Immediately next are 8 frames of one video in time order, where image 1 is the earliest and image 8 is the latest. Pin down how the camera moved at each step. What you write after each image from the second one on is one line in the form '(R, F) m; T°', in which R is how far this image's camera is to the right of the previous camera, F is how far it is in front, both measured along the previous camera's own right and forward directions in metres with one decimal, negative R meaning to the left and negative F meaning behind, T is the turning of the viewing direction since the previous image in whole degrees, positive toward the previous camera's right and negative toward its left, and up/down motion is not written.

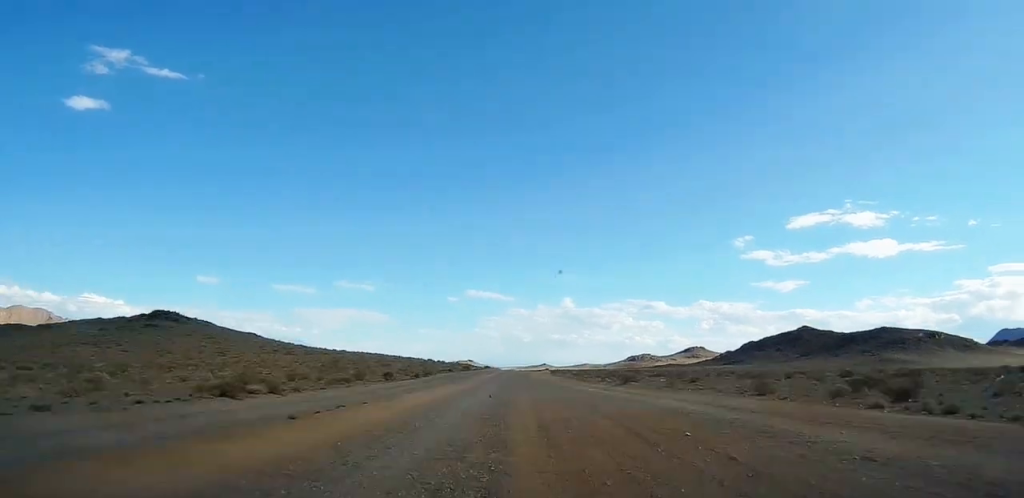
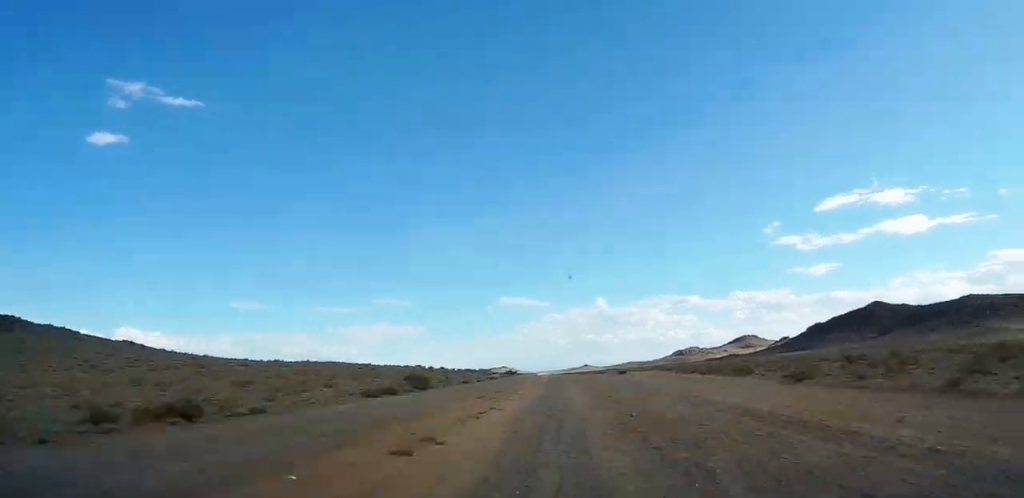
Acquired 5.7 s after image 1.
(+1.2, +73.5) m; 0°
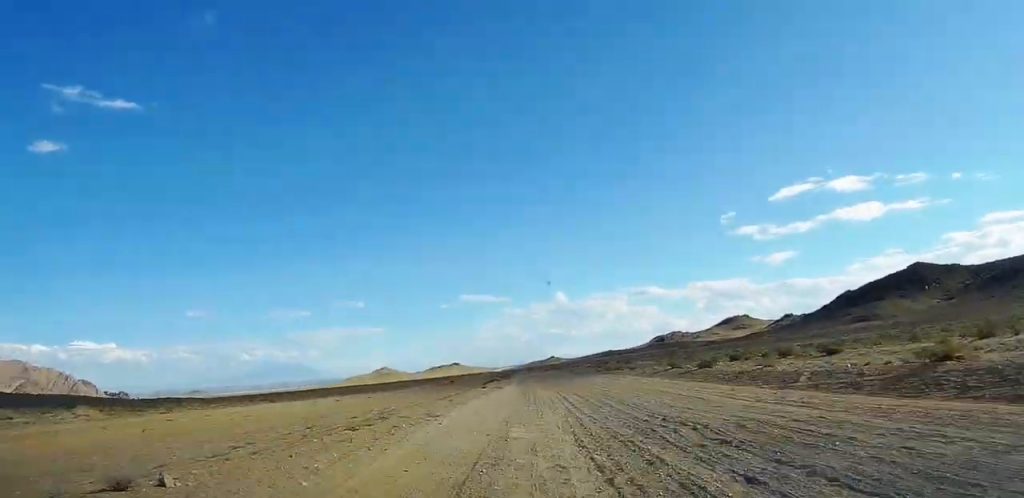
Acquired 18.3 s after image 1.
(+0.9, +164.0) m; 0°
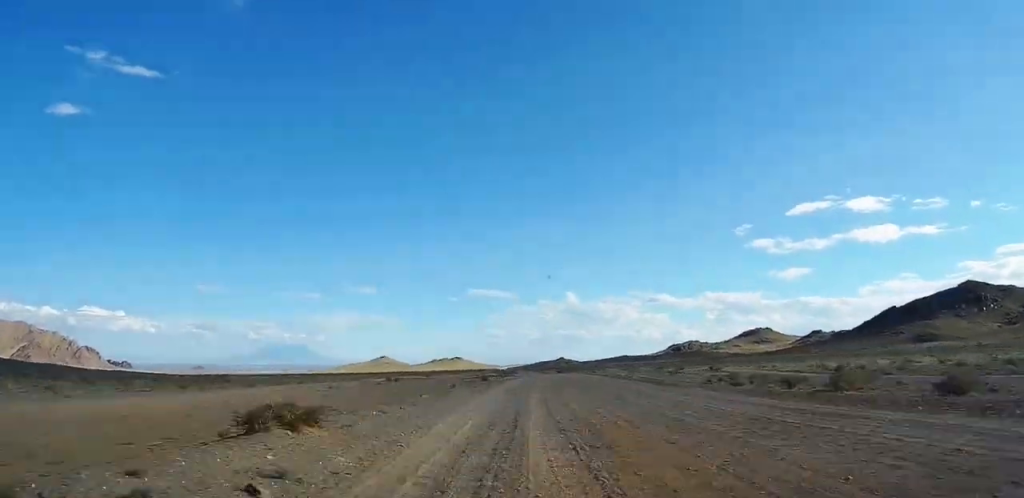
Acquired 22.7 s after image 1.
(-0.1, +56.5) m; -1°
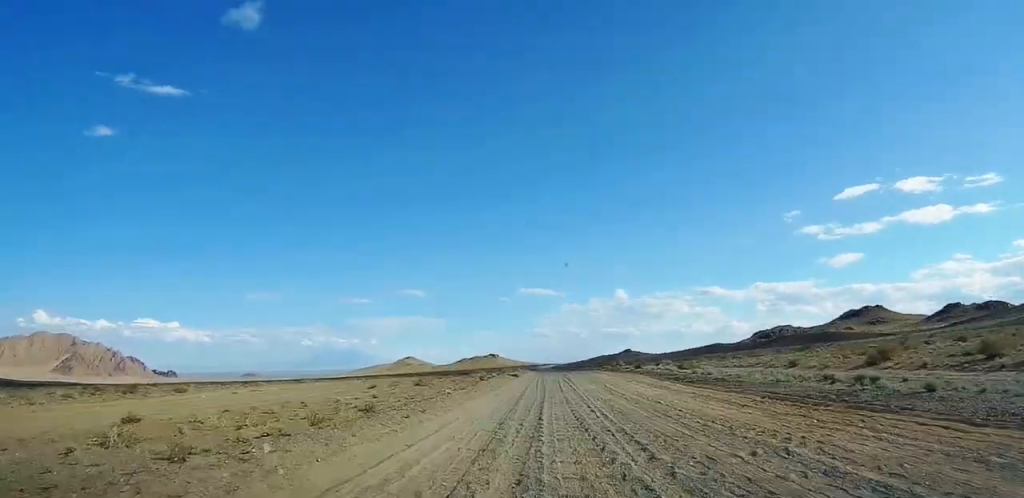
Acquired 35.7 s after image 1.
(-3.7, +172.7) m; -3°
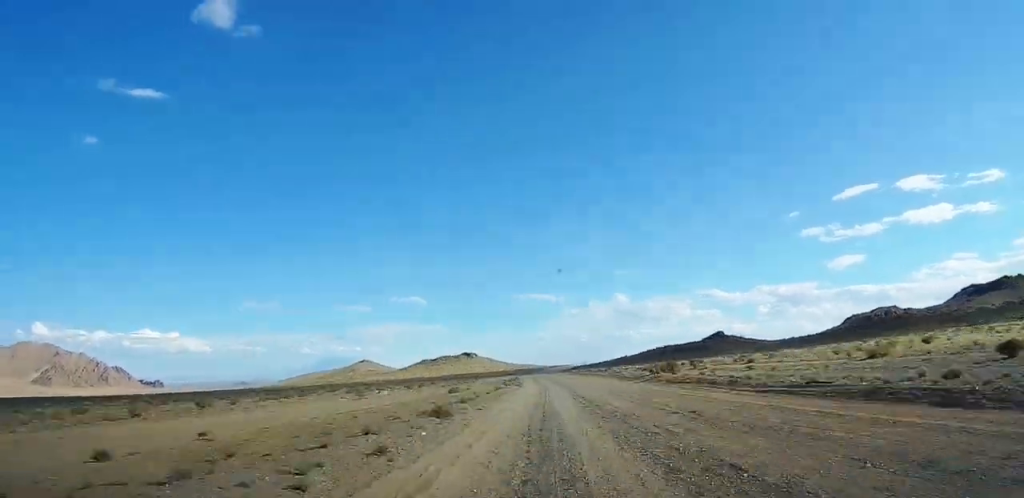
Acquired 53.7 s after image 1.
(-4.8, +229.6) m; 0°
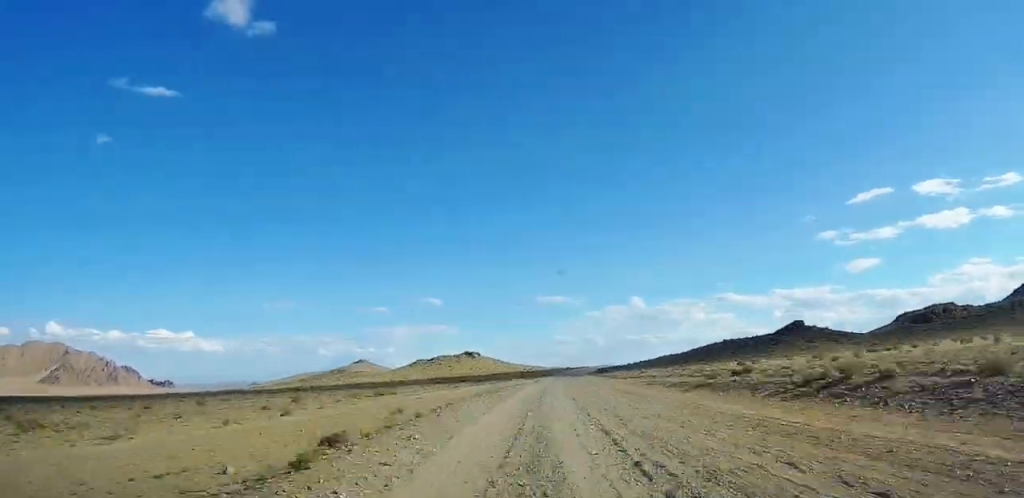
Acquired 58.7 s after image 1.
(-1.7, +61.6) m; +2°
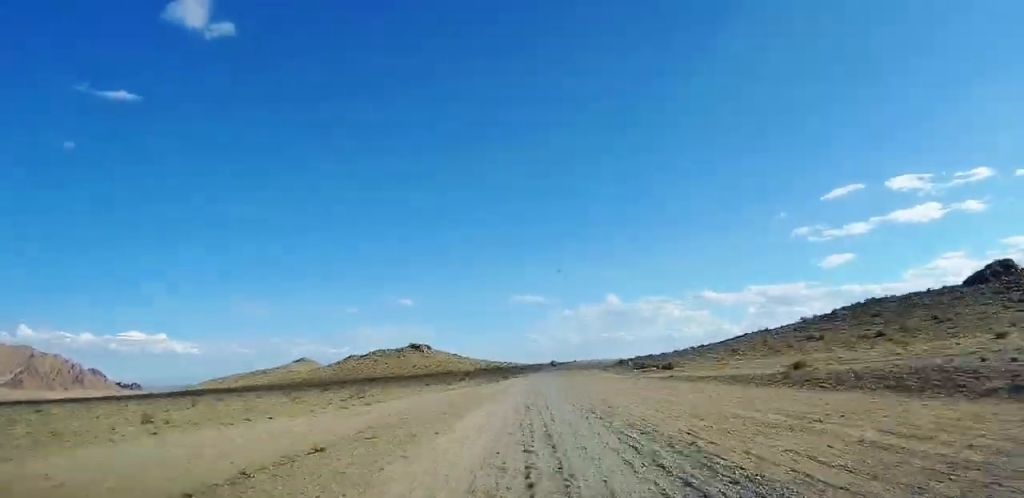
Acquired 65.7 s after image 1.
(+4.2, +86.1) m; +6°
